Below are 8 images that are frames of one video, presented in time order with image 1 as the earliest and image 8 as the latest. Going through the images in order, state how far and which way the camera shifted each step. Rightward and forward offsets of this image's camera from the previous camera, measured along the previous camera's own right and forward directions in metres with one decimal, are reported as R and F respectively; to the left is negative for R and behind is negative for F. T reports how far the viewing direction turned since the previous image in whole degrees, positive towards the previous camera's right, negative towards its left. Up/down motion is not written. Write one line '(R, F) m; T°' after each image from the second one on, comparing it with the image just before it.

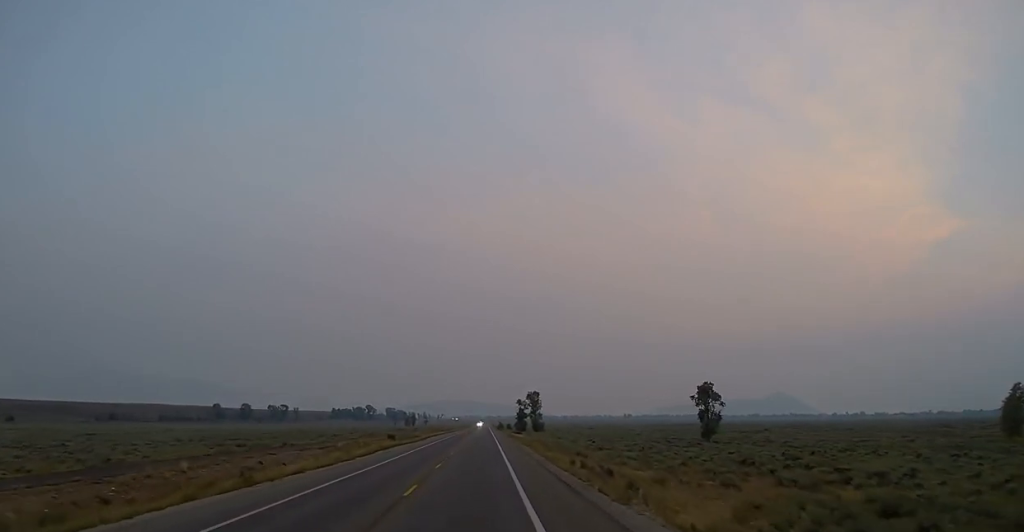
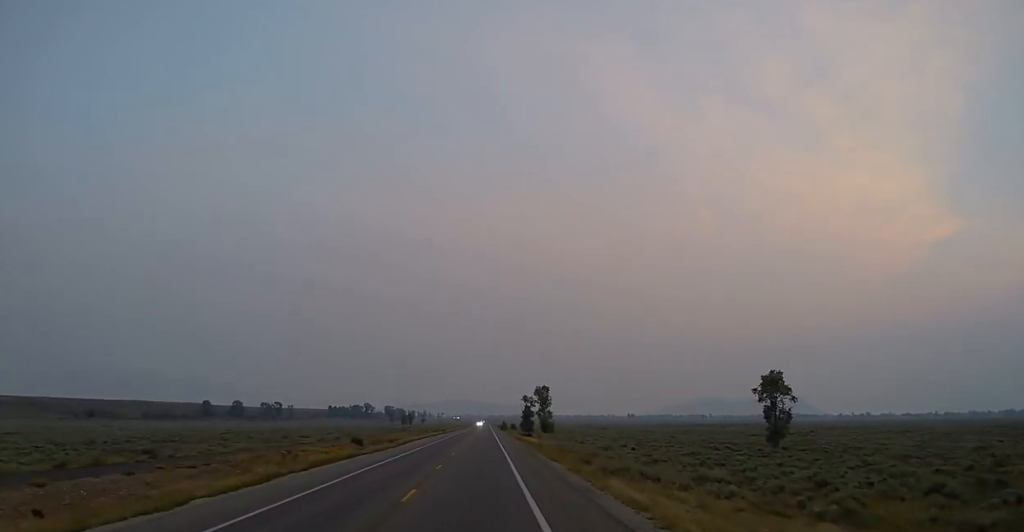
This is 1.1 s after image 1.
(0.0, +26.7) m; 0°
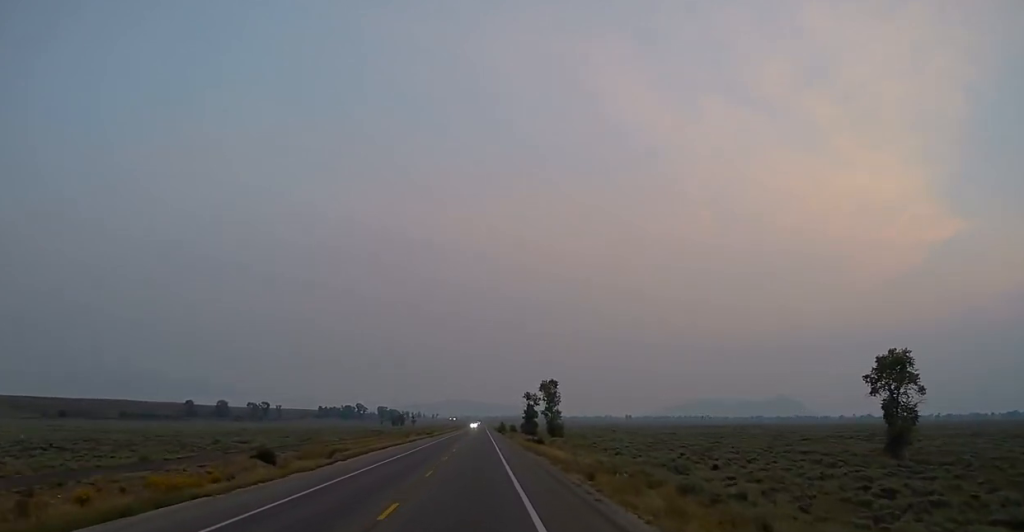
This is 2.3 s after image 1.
(0.0, +27.4) m; 0°
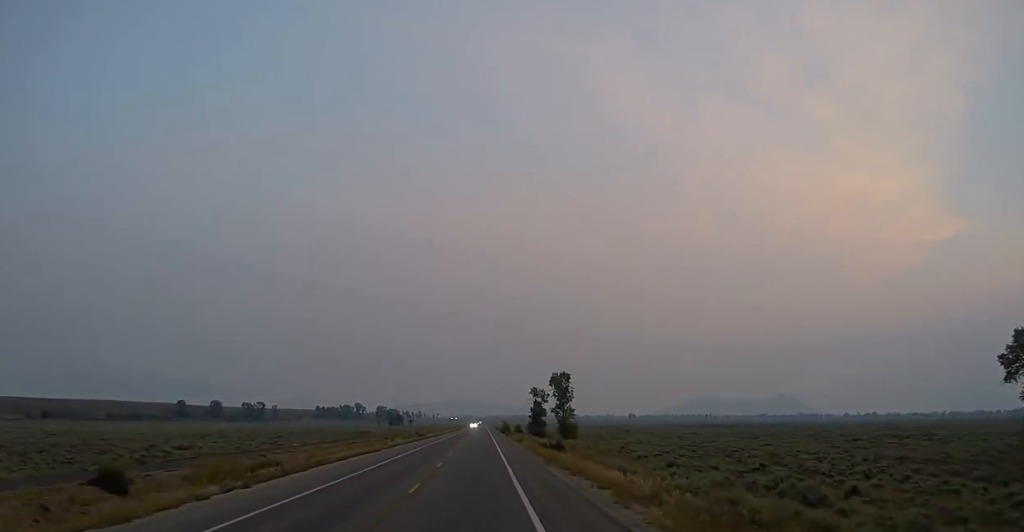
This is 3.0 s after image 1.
(-0.1, +17.4) m; 0°
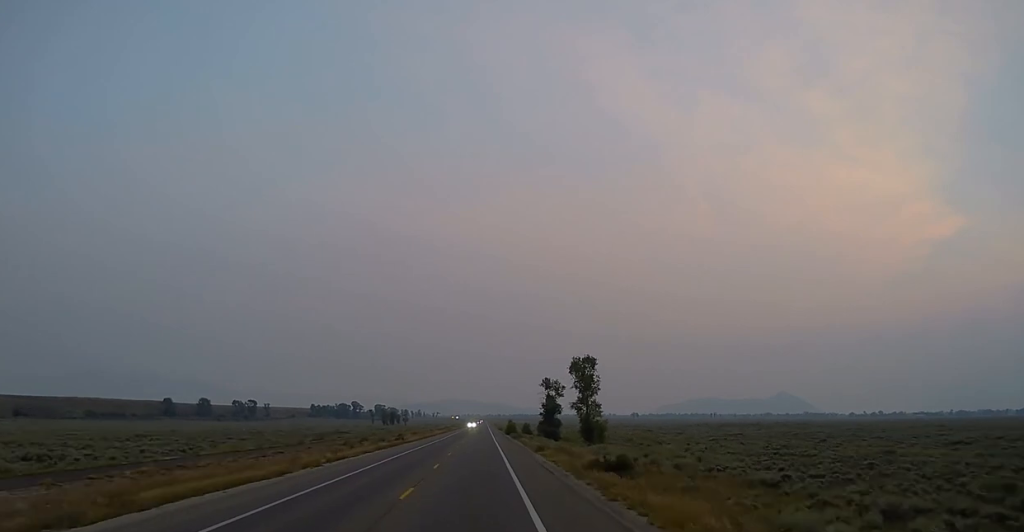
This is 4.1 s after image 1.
(0.0, +26.5) m; 0°
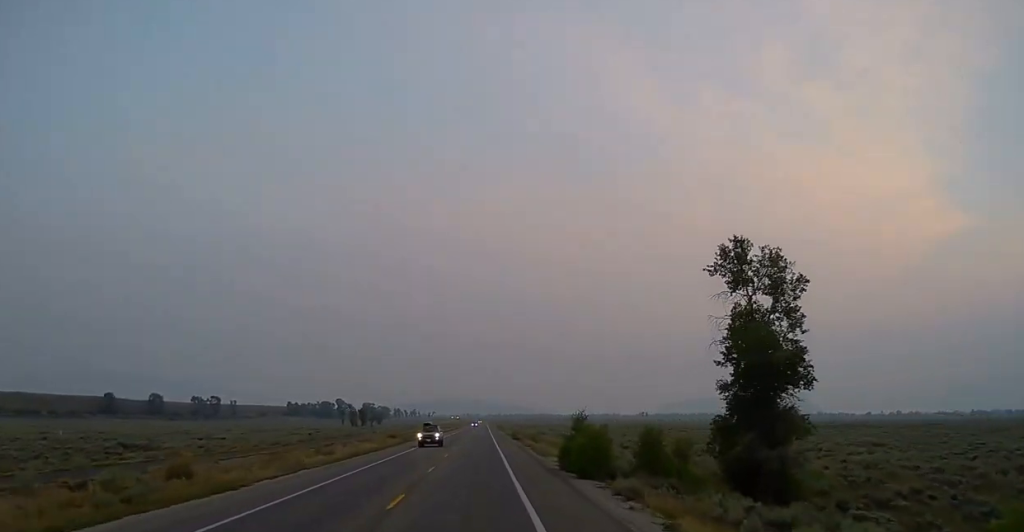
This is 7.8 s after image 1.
(+0.1, +88.5) m; 0°
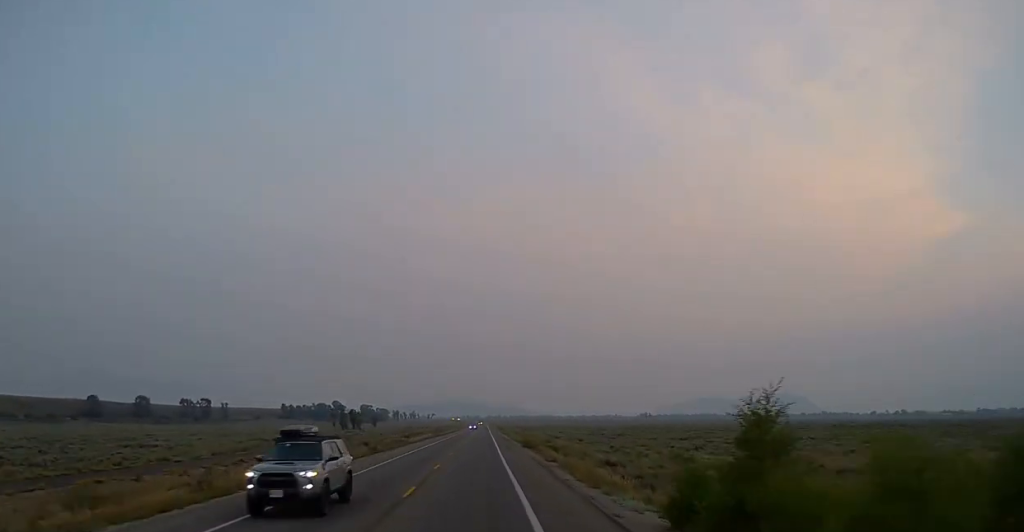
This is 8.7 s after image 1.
(0.0, +20.4) m; 0°
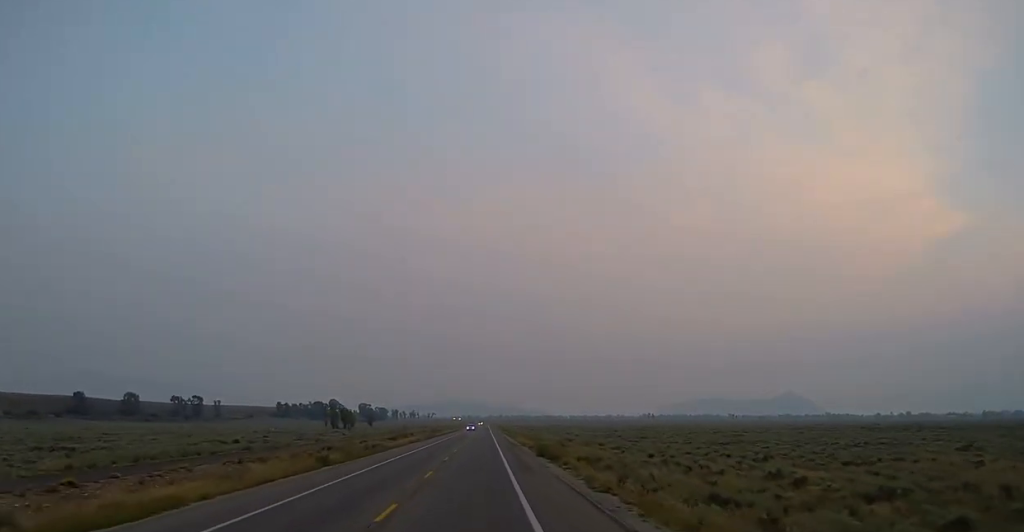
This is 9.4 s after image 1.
(0.0, +16.8) m; 0°
